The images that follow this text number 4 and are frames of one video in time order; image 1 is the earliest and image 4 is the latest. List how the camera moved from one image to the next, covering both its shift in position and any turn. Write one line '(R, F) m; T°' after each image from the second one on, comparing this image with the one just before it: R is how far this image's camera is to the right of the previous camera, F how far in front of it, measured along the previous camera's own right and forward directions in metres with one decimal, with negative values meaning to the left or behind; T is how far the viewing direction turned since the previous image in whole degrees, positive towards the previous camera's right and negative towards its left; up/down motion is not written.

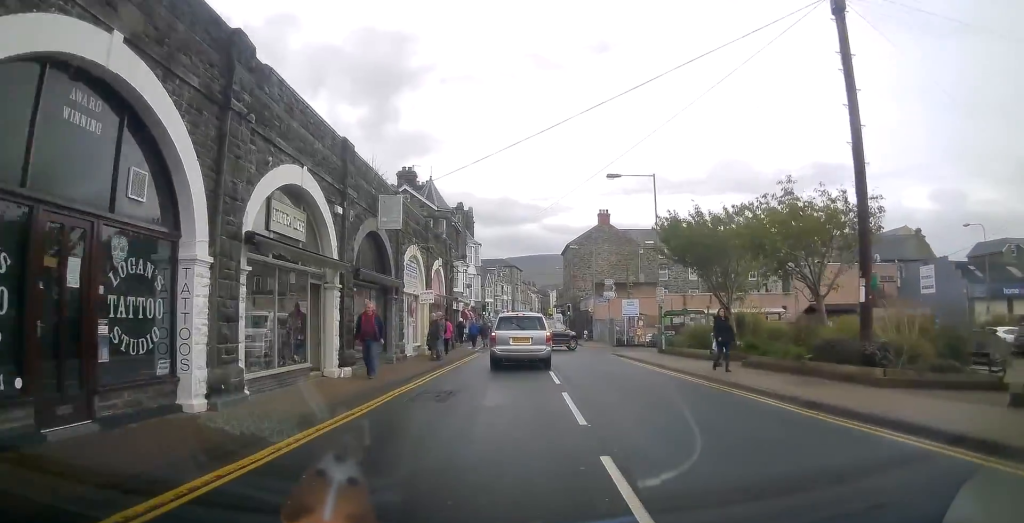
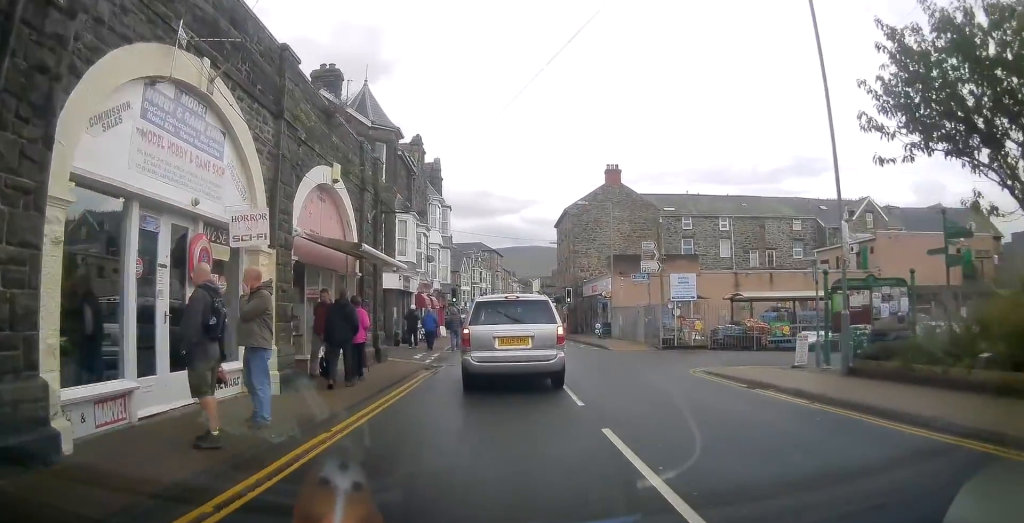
(0.0, +16.5) m; -1°
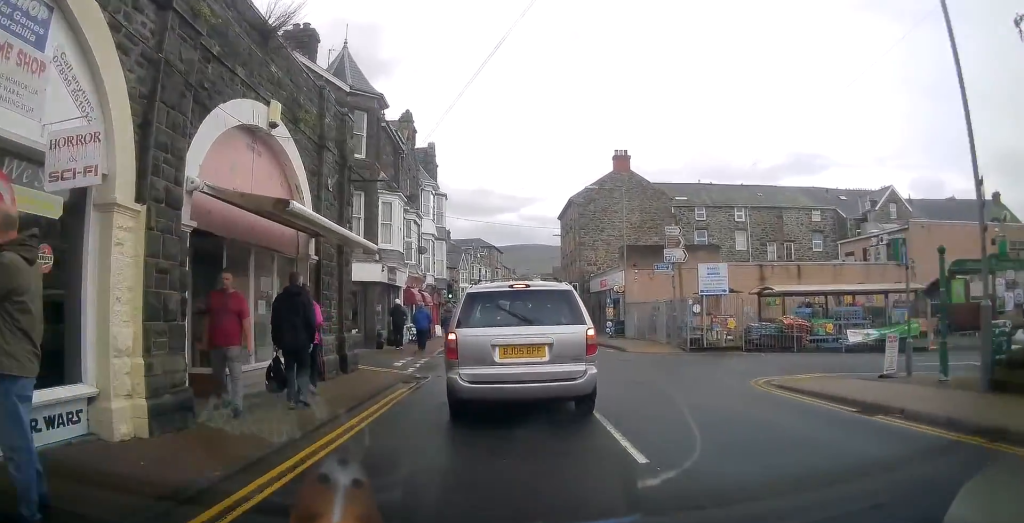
(-0.2, +3.5) m; +3°
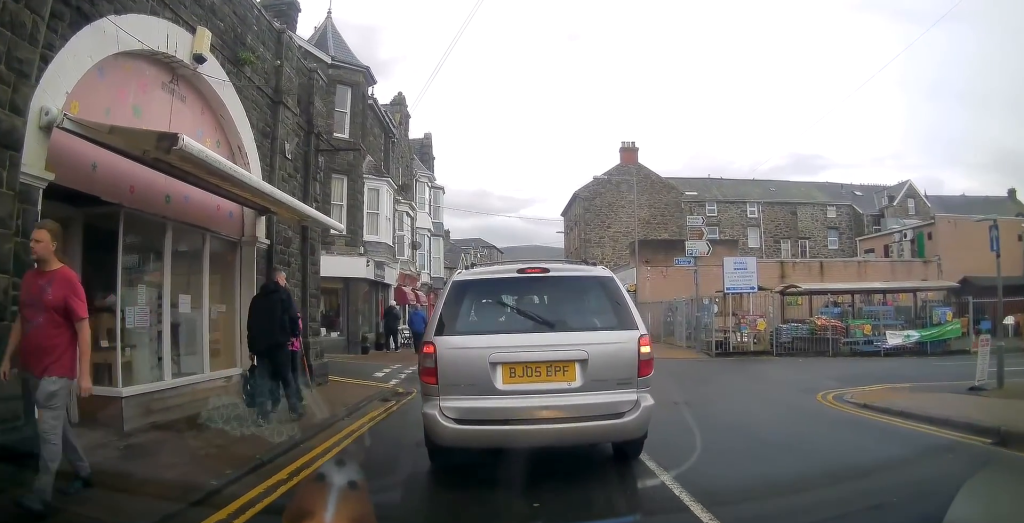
(+0.3, +1.0) m; 0°
